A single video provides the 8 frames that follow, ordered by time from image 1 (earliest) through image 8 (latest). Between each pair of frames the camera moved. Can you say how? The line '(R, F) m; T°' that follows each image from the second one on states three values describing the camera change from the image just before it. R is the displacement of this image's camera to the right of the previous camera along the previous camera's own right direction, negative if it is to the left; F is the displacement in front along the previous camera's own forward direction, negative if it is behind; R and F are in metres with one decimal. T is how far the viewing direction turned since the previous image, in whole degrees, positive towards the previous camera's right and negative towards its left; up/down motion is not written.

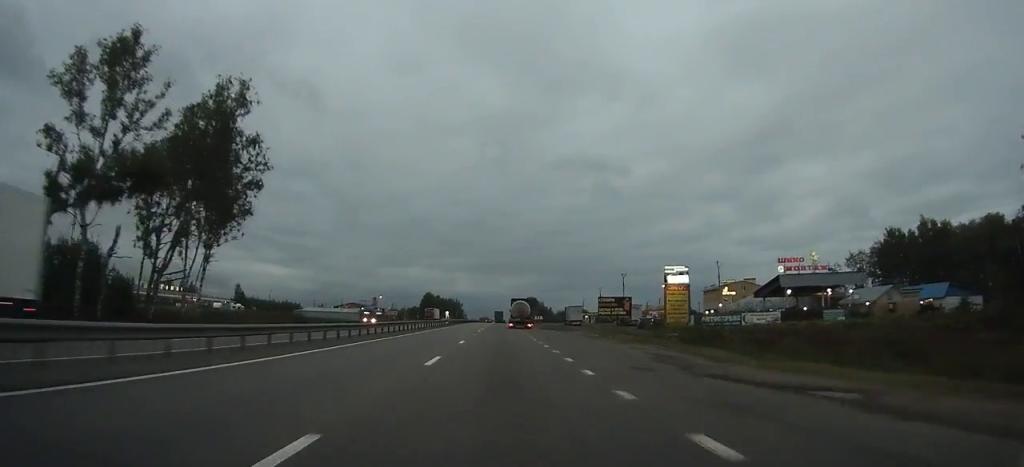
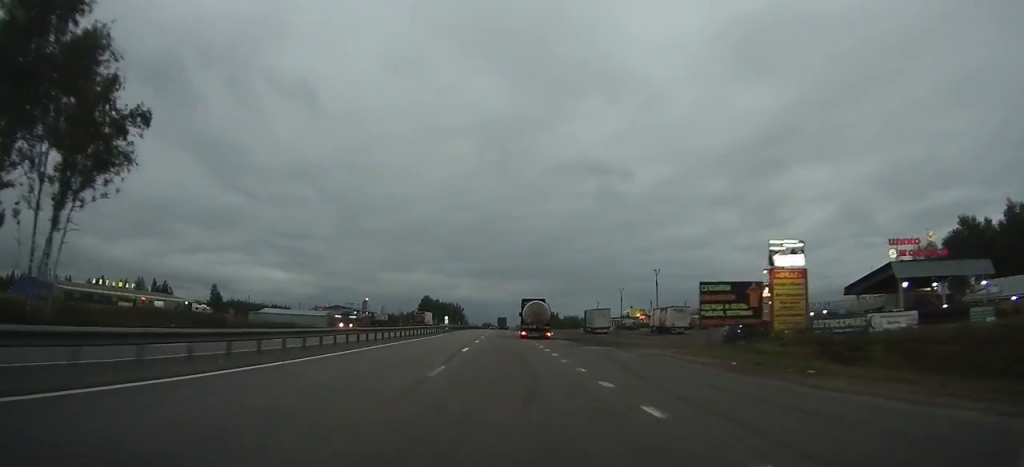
(0.0, +25.6) m; 0°
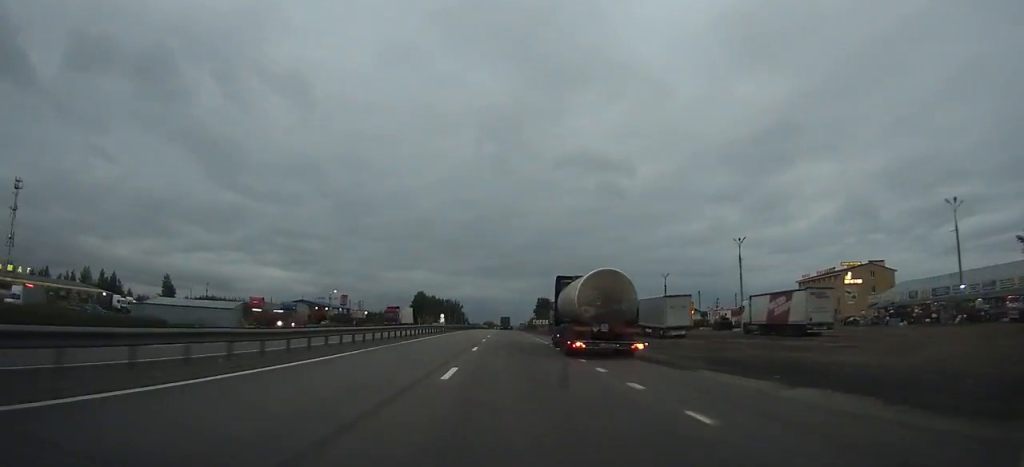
(-0.1, +36.9) m; 0°
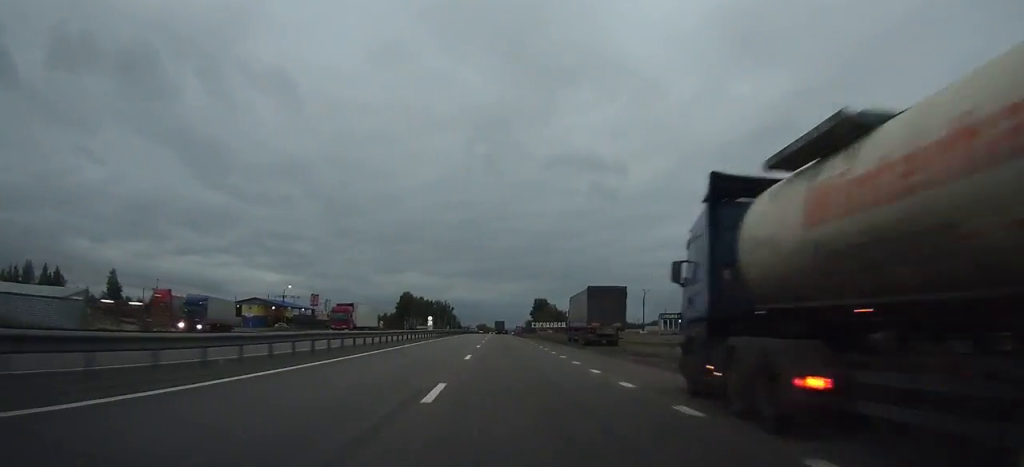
(0.0, +27.0) m; 0°
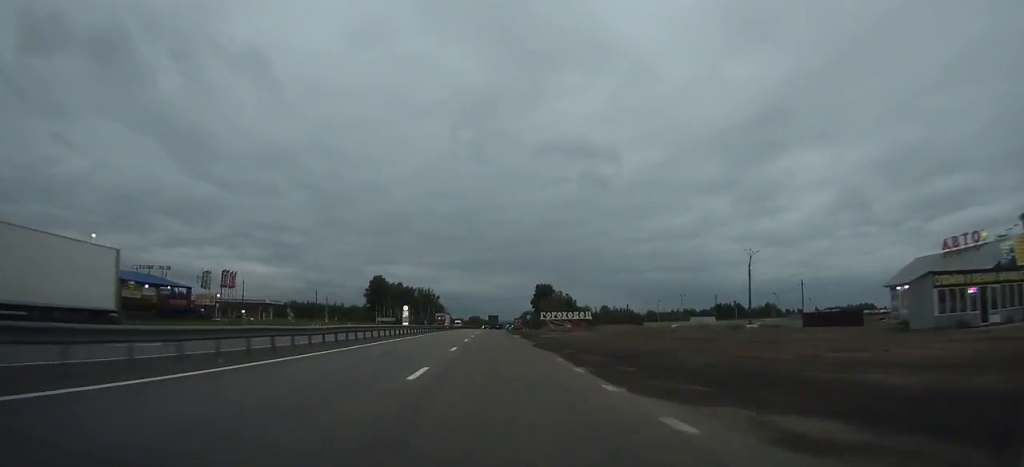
(+0.2, +56.9) m; +1°
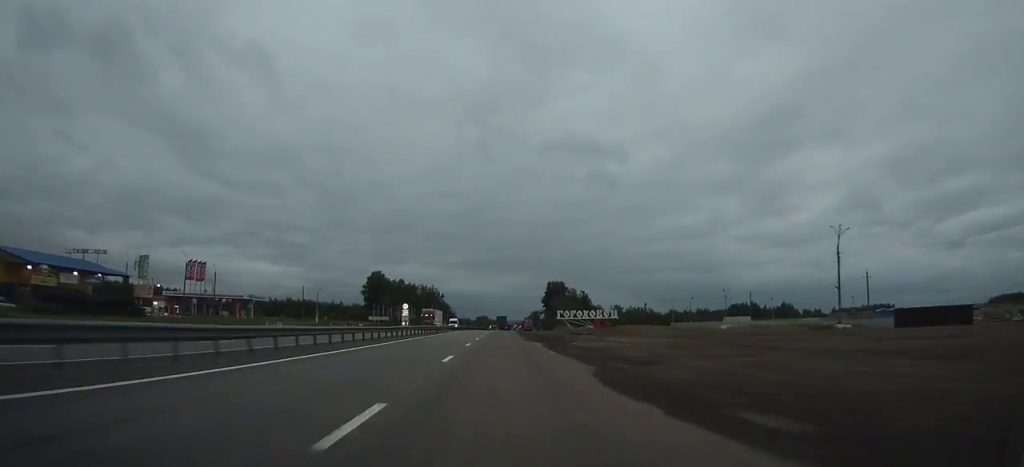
(0.0, +18.3) m; 0°
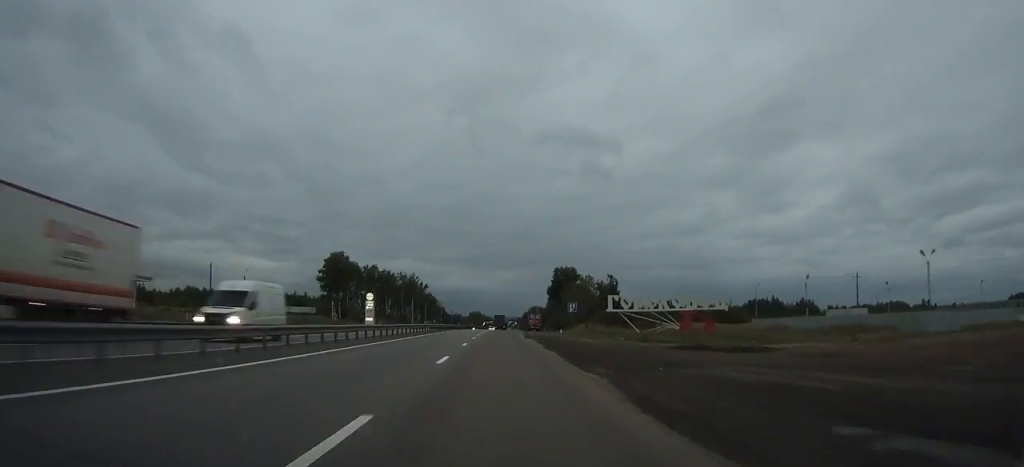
(0.0, +49.9) m; 0°
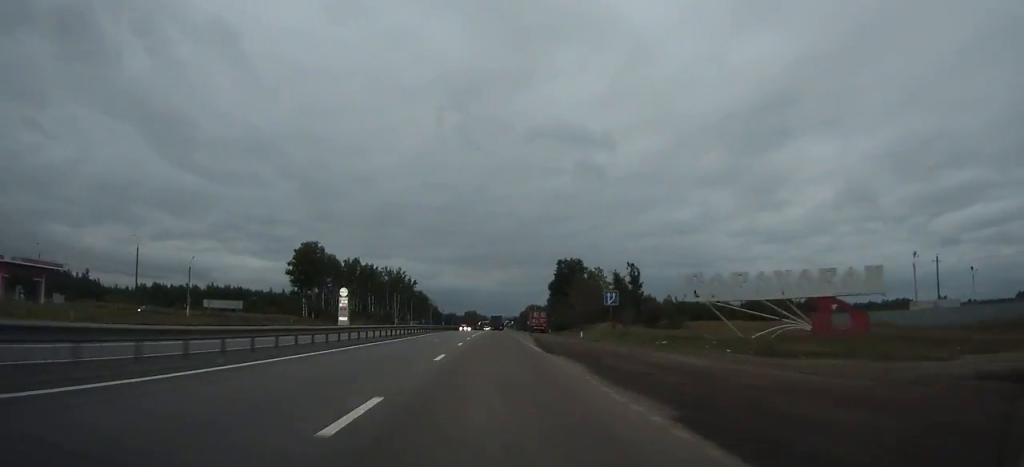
(-0.1, +23.2) m; 0°
